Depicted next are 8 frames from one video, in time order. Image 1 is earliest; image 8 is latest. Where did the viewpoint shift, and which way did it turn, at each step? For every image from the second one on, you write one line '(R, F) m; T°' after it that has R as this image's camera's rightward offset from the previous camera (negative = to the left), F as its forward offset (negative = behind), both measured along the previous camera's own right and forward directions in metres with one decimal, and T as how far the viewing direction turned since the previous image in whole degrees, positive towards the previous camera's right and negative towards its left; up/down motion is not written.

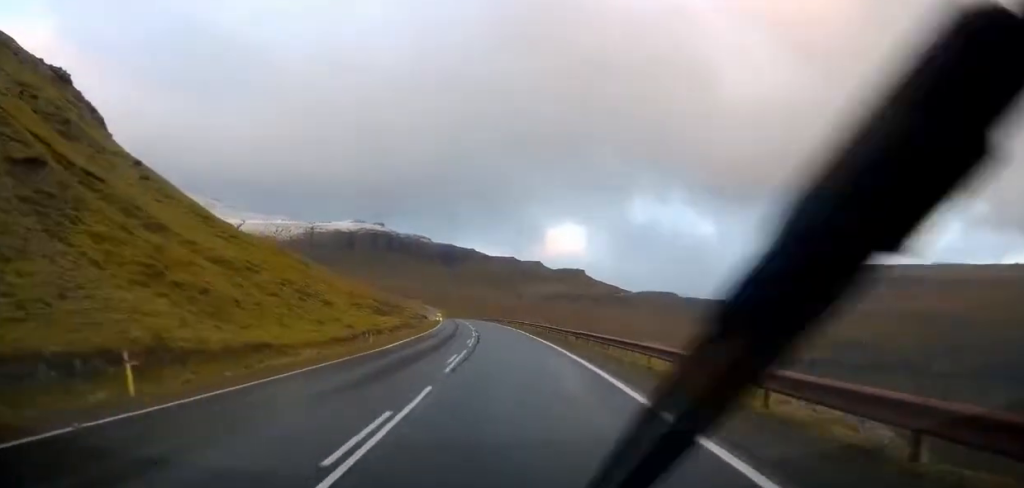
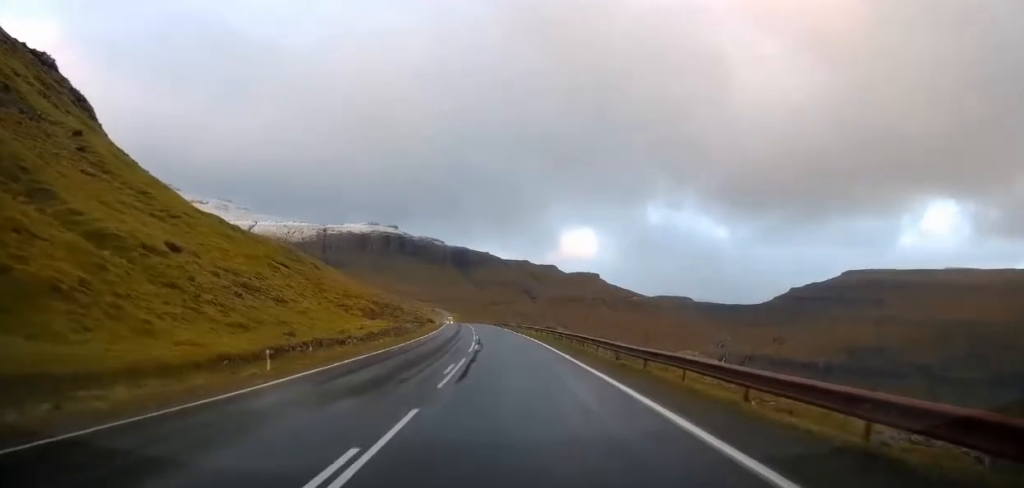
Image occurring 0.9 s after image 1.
(-0.2, +14.2) m; -2°
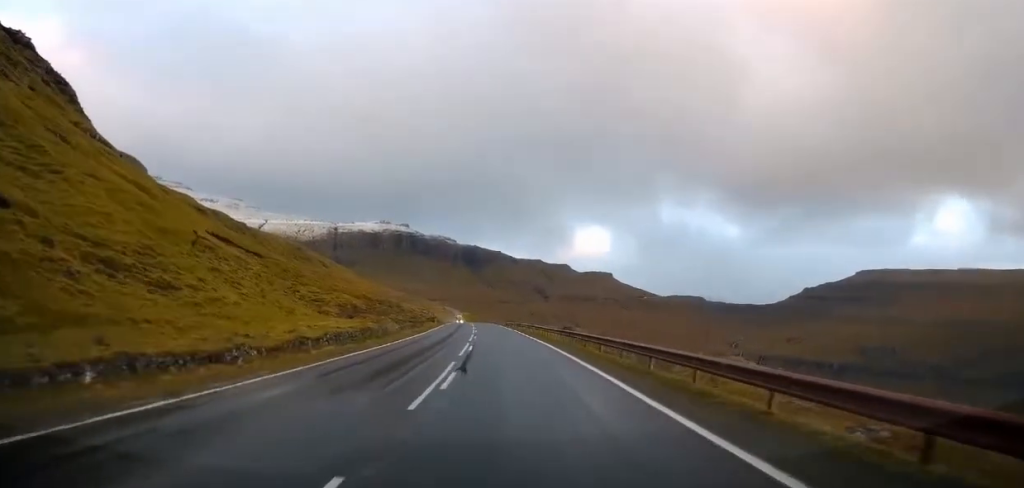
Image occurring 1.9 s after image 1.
(-0.2, +16.3) m; -2°
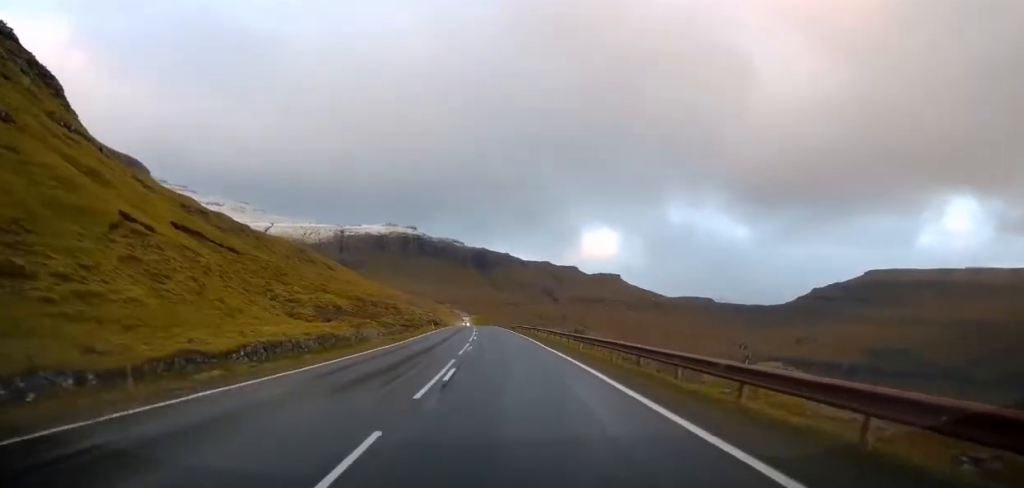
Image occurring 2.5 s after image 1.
(-0.1, +10.3) m; -1°
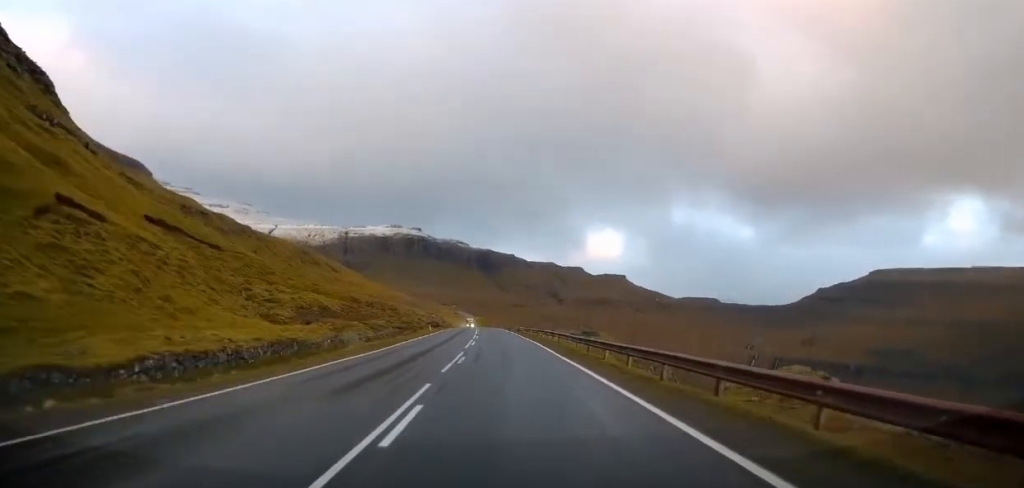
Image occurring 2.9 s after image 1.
(-0.1, +6.5) m; -1°
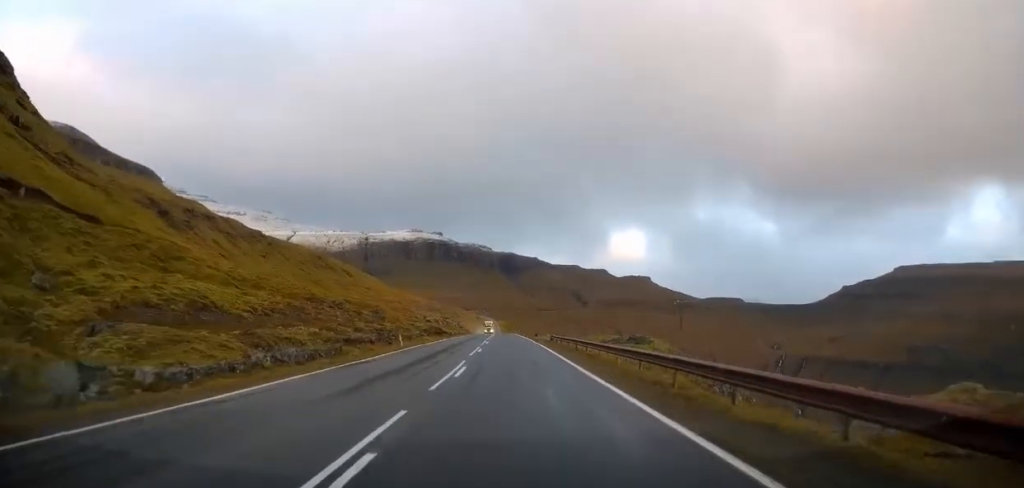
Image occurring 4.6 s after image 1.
(-0.5, +27.1) m; -1°
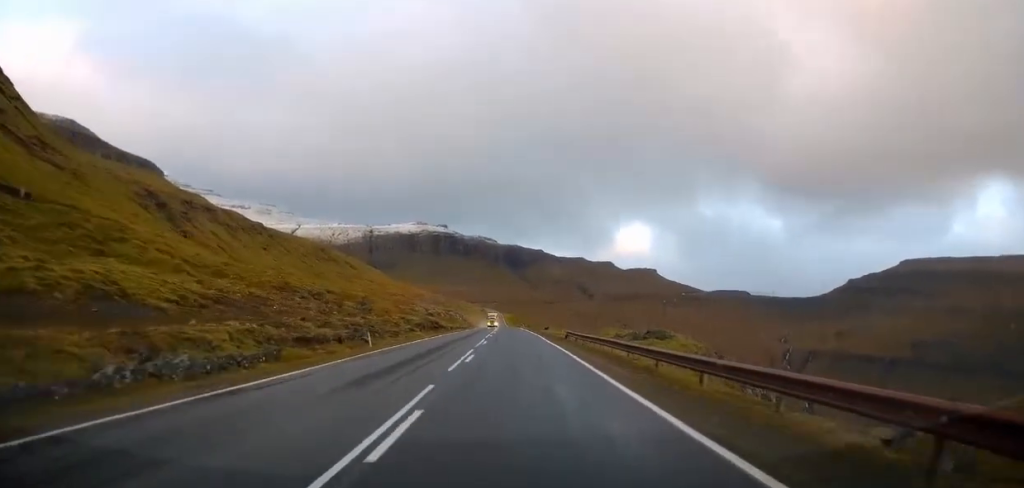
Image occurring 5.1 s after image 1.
(0.0, +9.2) m; 0°
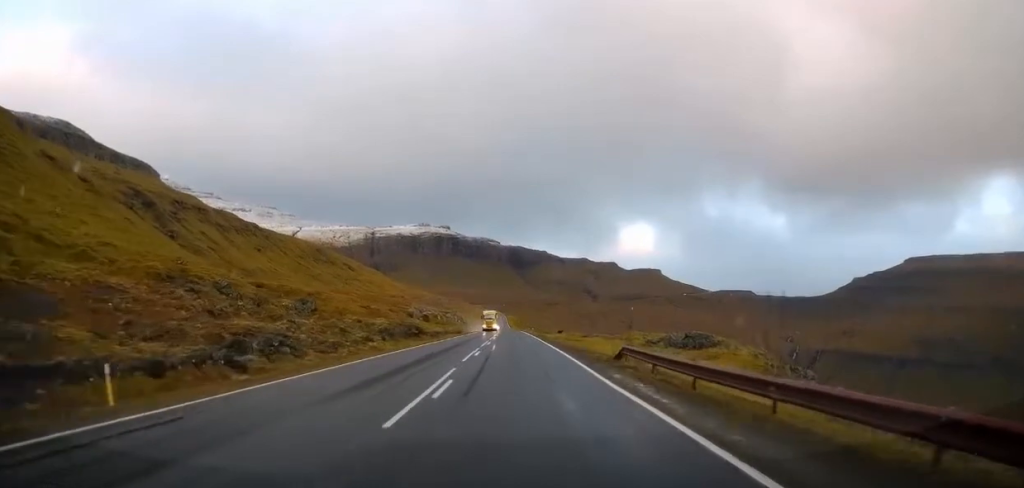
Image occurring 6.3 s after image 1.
(0.0, +19.0) m; -2°
